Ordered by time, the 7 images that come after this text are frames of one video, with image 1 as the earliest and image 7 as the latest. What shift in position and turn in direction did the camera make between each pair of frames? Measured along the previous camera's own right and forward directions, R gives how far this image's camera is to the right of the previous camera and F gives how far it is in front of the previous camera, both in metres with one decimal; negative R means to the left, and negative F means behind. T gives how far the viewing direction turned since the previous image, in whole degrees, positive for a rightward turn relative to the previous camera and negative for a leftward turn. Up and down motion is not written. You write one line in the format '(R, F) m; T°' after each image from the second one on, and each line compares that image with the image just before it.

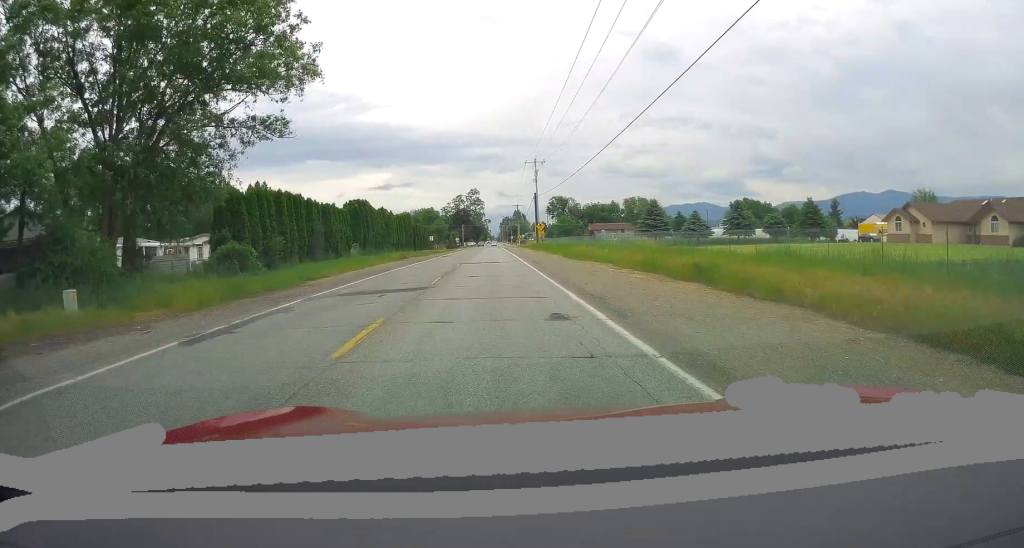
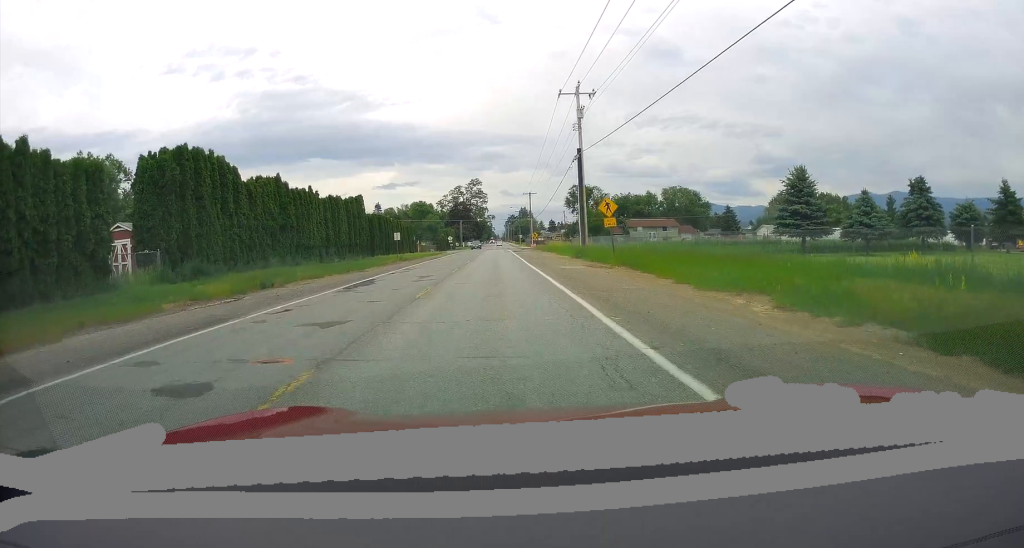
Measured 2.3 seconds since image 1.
(0.0, +40.8) m; 0°
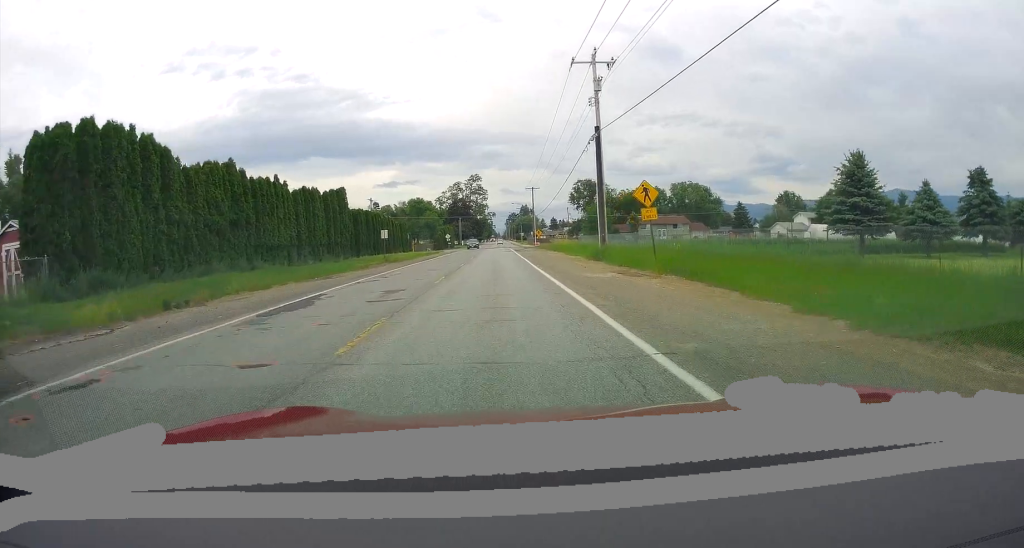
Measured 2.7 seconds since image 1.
(0.0, +7.5) m; 0°
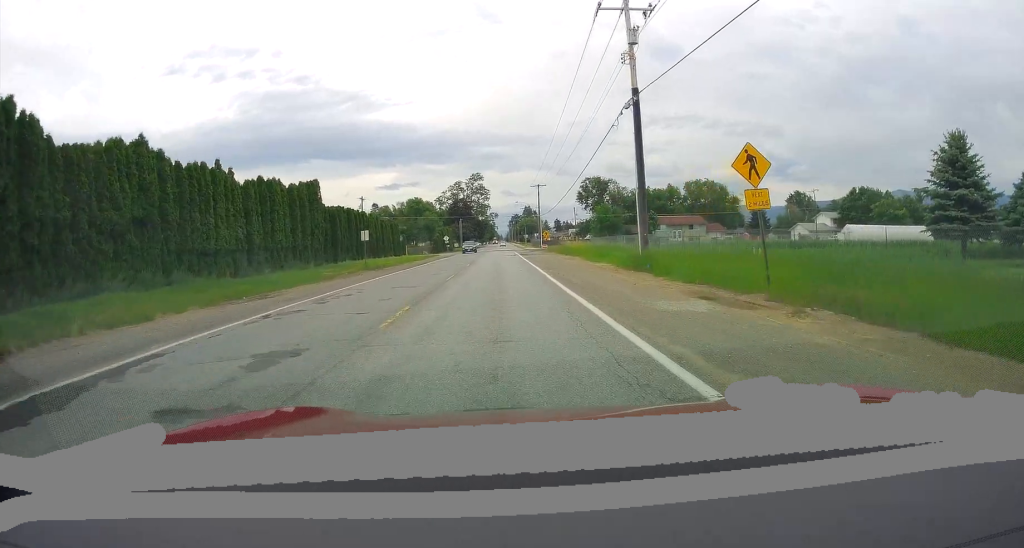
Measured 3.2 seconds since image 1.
(0.0, +9.7) m; 0°
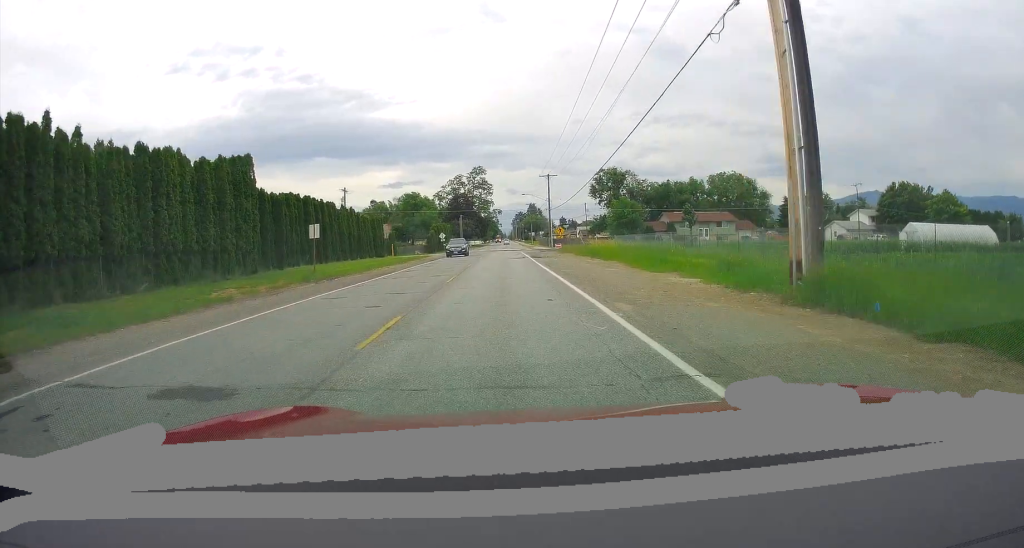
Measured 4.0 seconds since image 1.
(0.0, +14.1) m; 0°
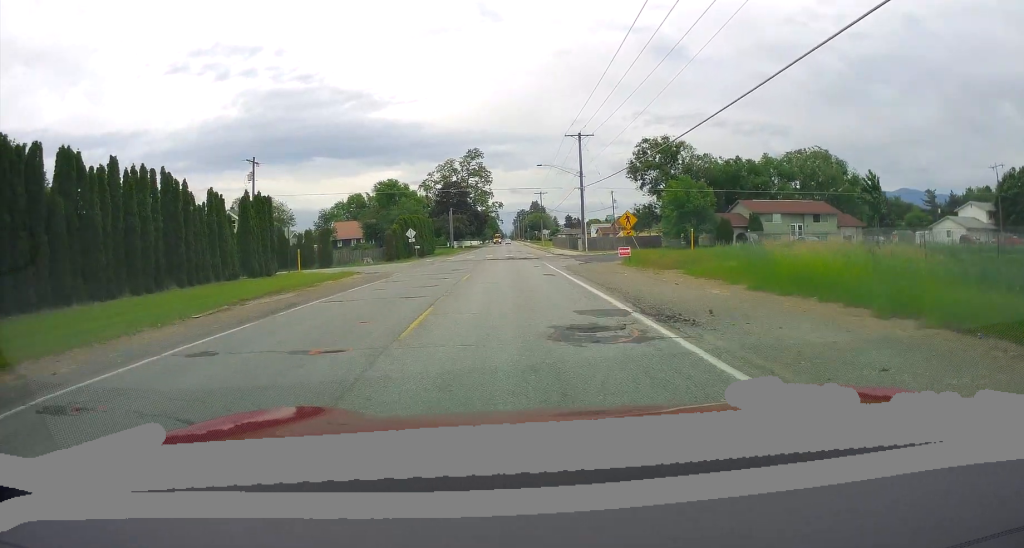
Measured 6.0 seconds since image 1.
(-0.9, +35.2) m; -1°
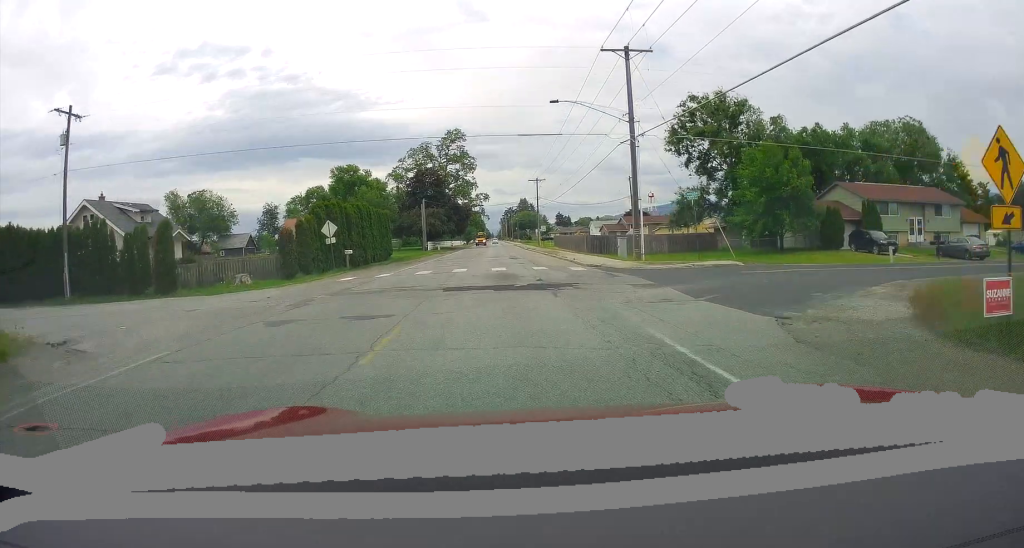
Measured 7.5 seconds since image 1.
(+0.7, +26.4) m; +1°
